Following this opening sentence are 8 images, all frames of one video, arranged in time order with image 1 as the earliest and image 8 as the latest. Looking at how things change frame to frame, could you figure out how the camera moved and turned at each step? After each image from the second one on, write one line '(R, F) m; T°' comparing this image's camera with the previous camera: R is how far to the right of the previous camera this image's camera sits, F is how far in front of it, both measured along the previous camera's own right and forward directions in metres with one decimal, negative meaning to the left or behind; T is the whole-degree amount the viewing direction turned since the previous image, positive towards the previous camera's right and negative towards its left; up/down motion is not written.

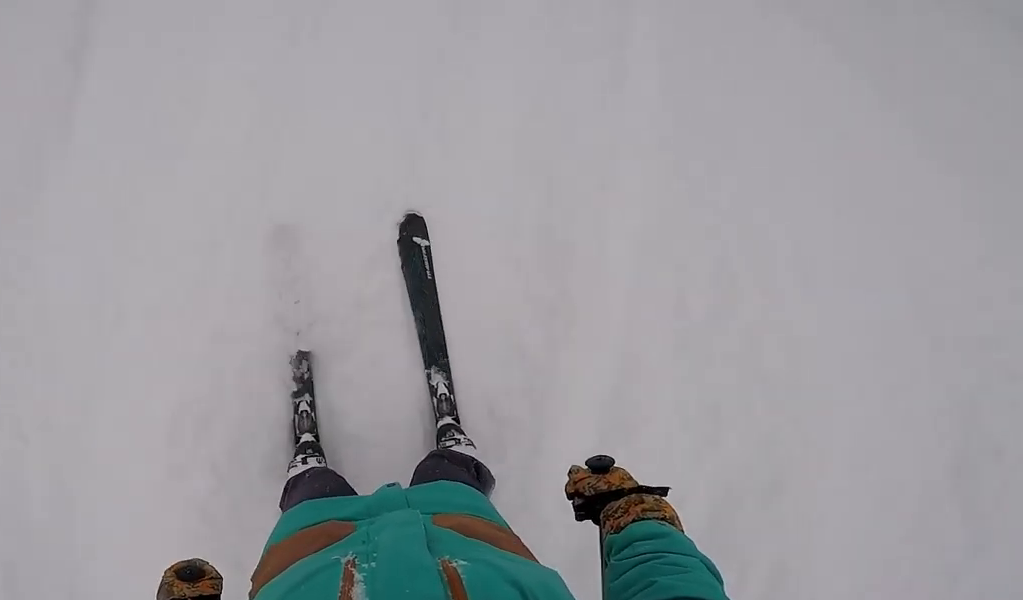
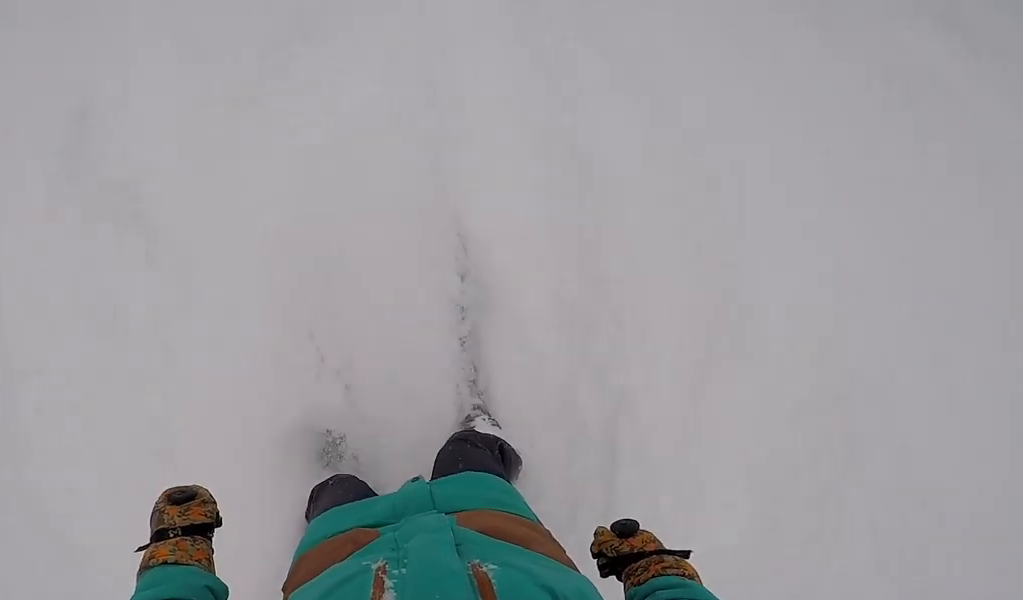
(+0.4, +5.2) m; -2°
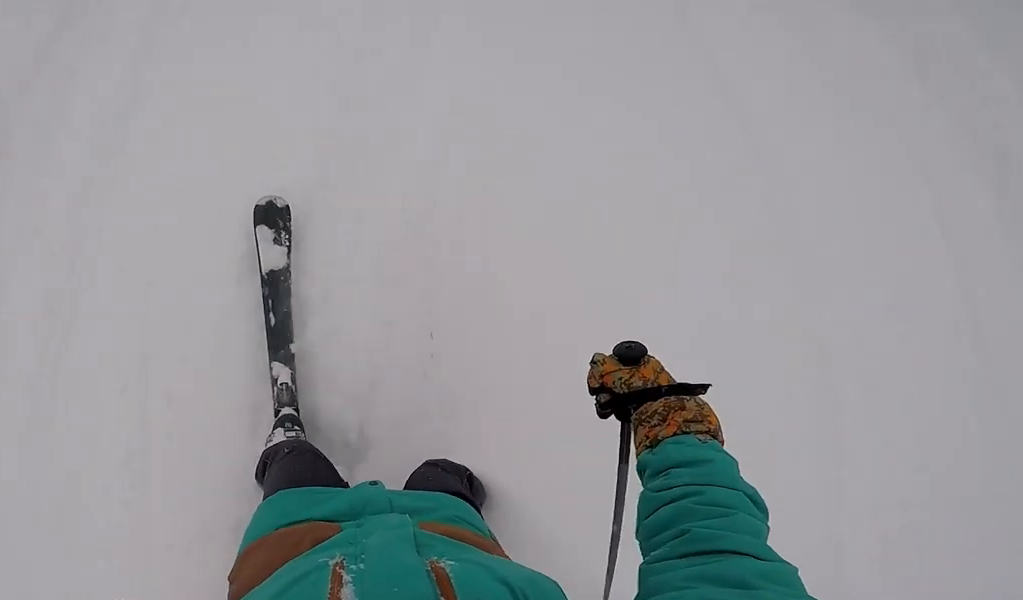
(-1.6, +10.7) m; -2°
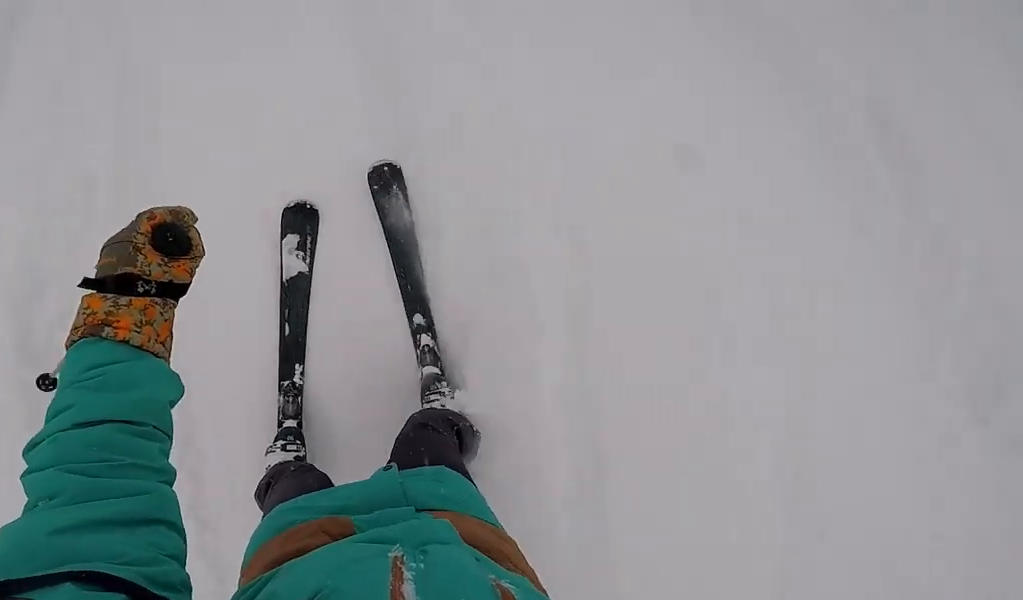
(+0.2, +4.9) m; +4°
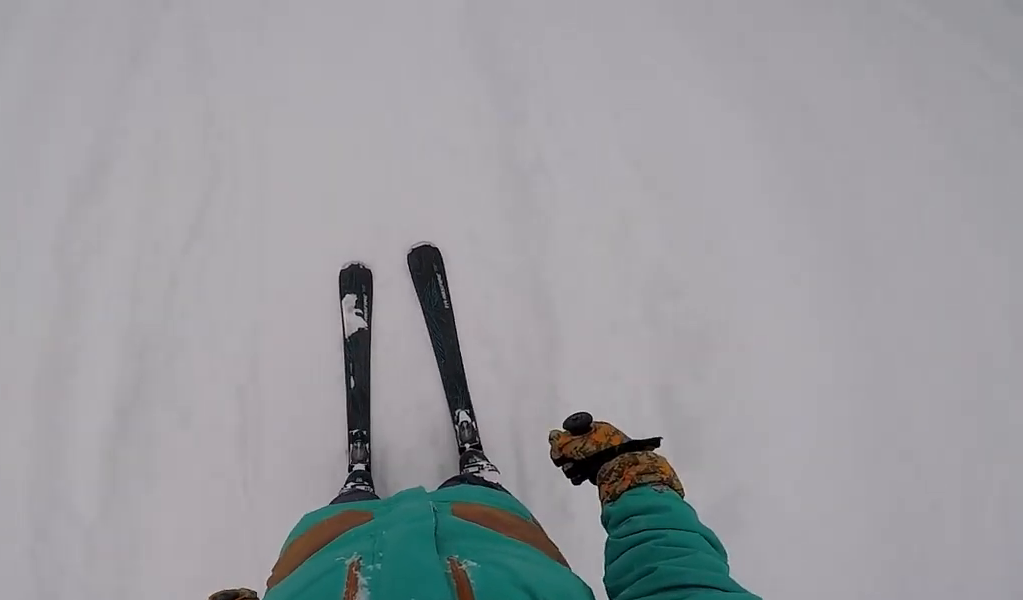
(+0.6, +7.4) m; -3°
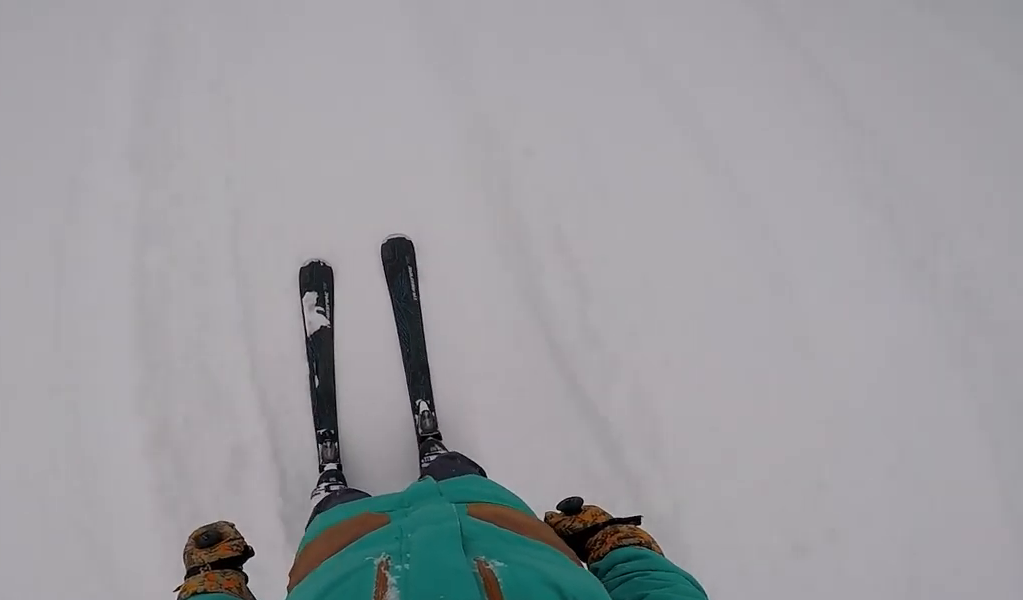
(-0.9, +6.3) m; -8°
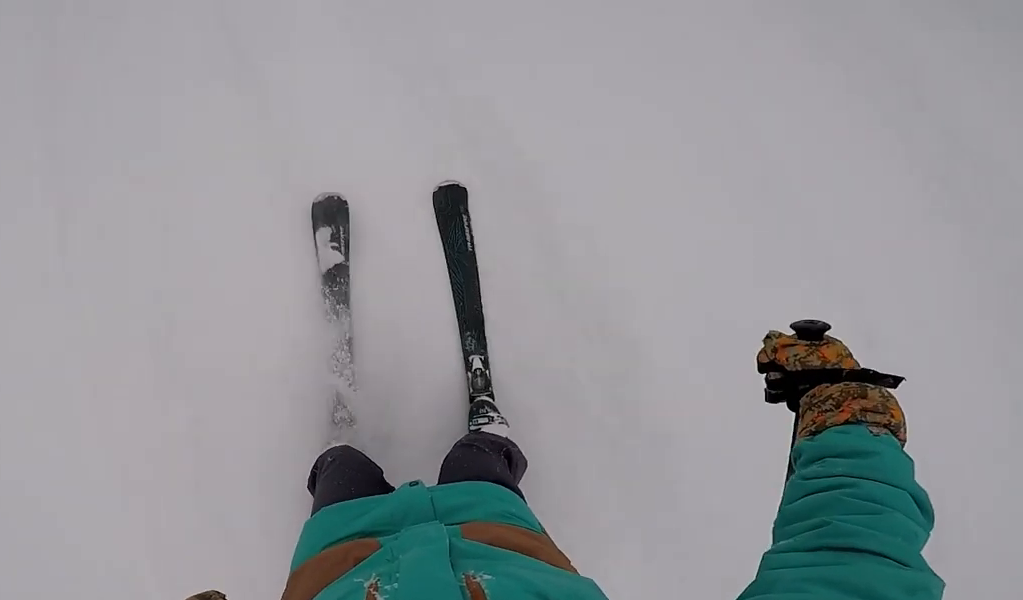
(+1.1, +10.6) m; +10°
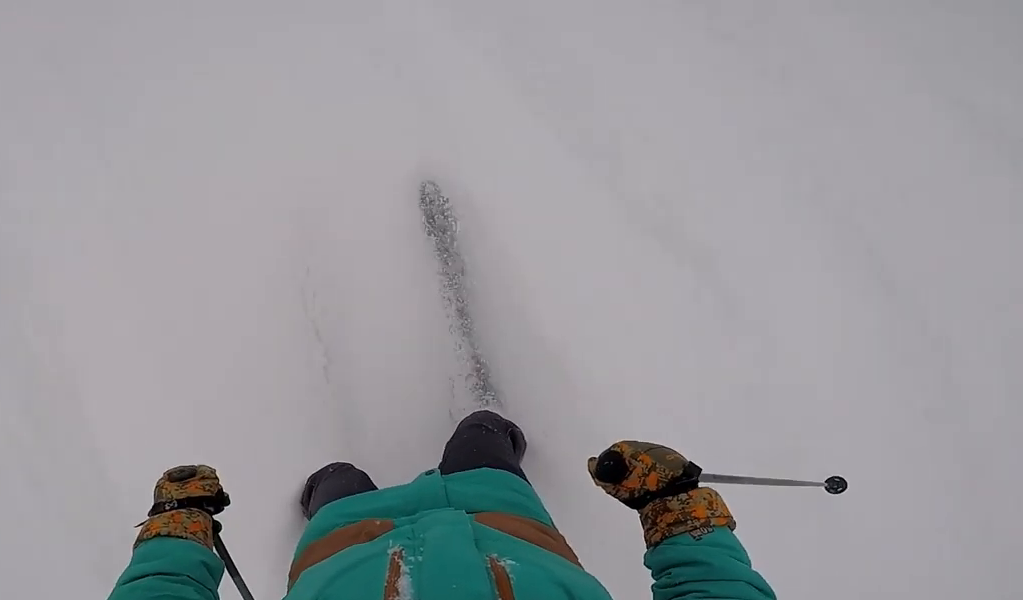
(+0.7, +4.0) m; +1°
